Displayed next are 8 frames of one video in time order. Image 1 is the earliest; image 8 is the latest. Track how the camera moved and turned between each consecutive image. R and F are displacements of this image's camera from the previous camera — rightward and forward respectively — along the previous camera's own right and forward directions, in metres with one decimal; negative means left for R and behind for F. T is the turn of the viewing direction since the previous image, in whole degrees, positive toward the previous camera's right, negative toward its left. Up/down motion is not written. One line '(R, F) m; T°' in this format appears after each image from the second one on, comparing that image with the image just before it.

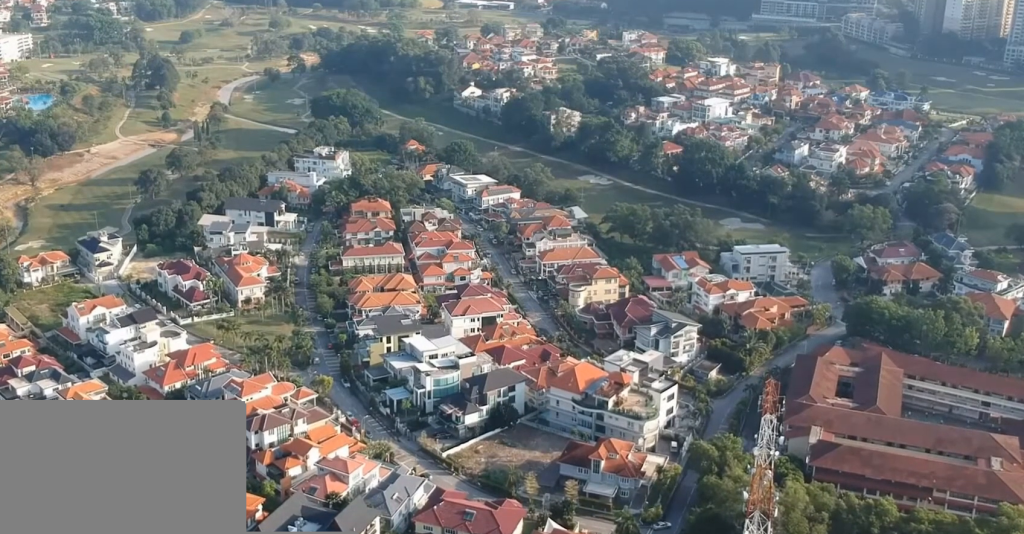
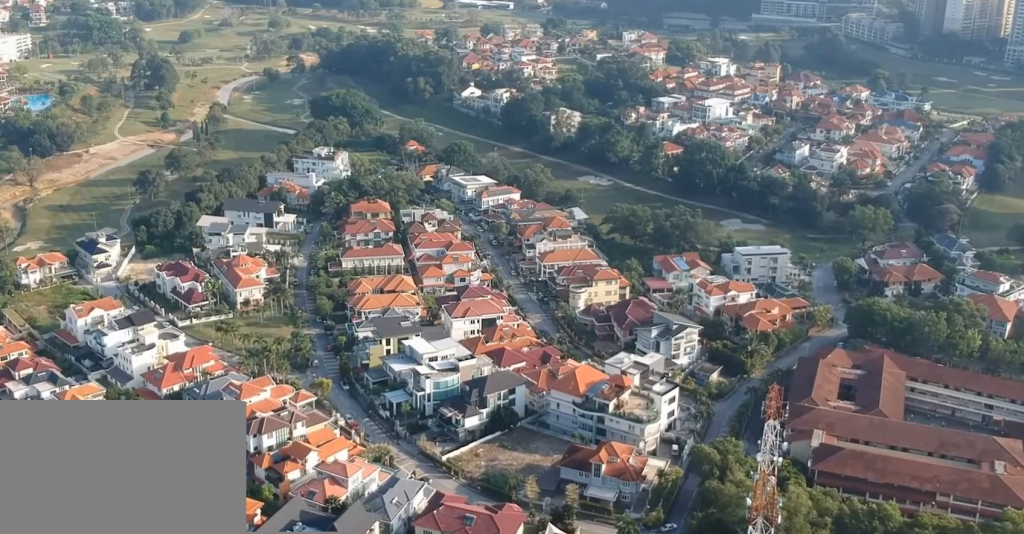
(0.0, +2.0) m; -1°
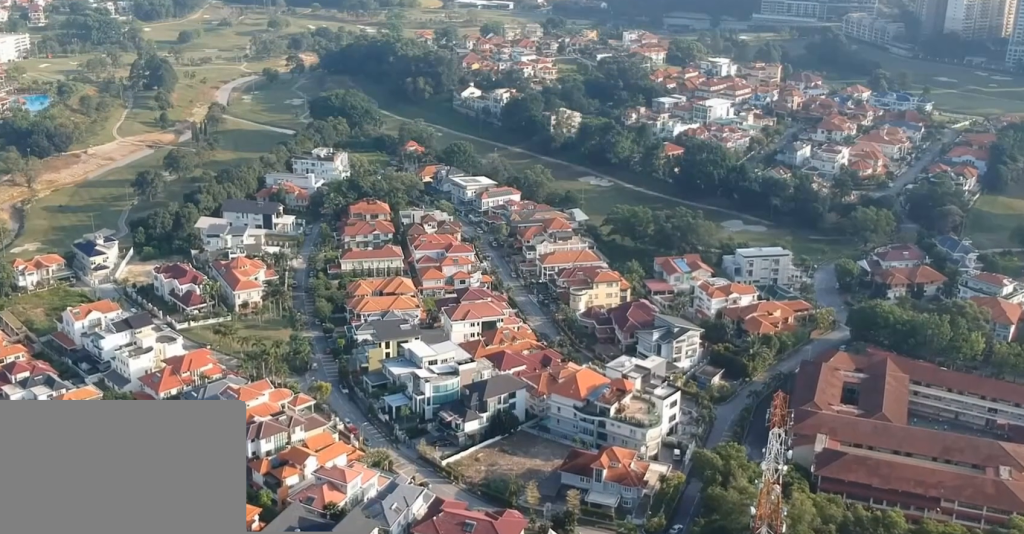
(0.0, +2.7) m; -1°
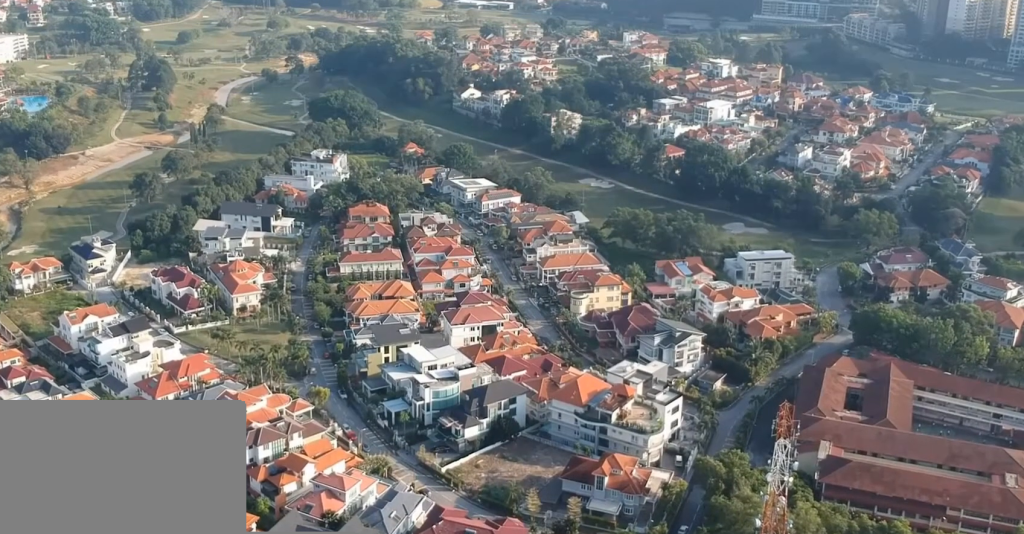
(0.0, +3.2) m; 0°
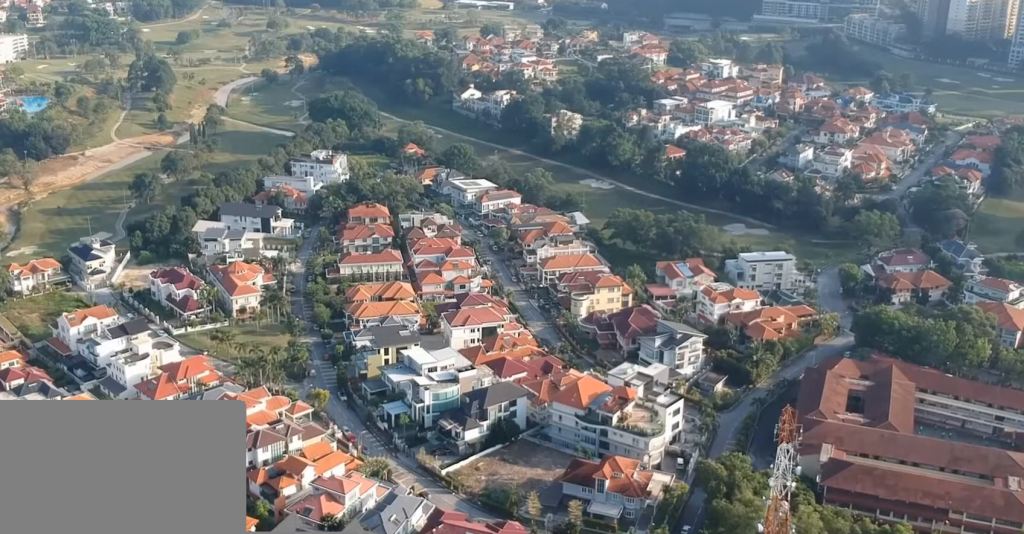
(0.0, +1.2) m; 0°
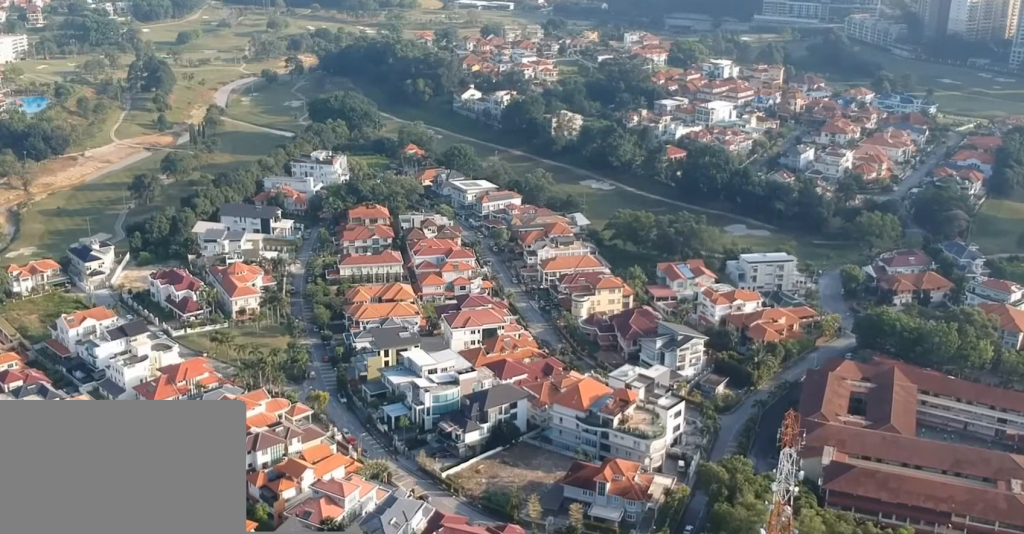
(0.0, +1.4) m; 0°
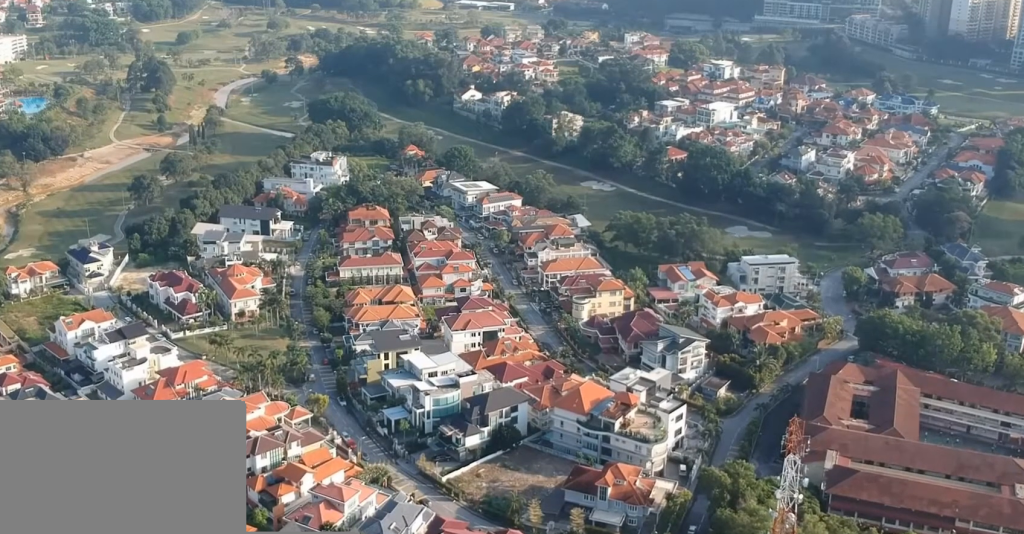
(0.0, +1.9) m; +1°
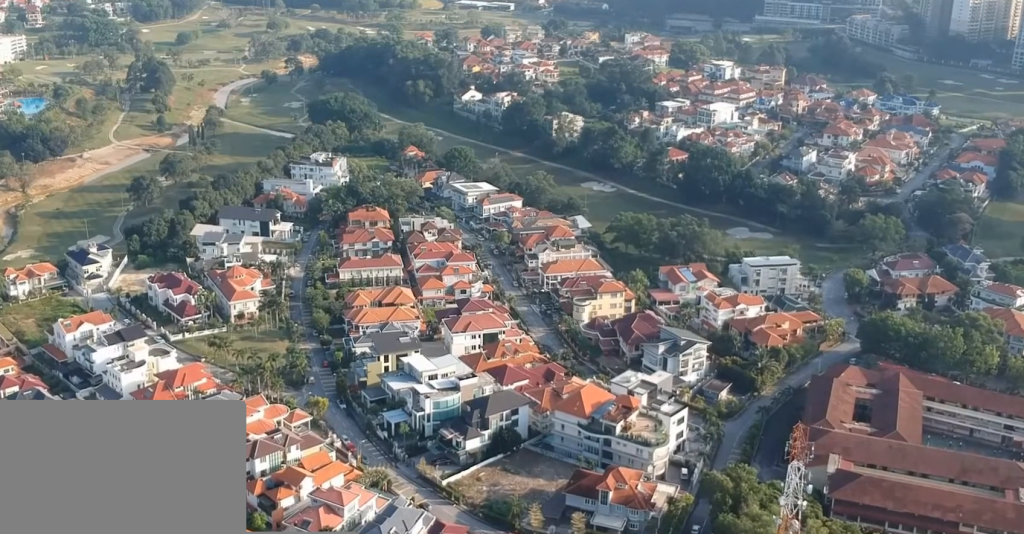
(0.0, +1.8) m; +1°
